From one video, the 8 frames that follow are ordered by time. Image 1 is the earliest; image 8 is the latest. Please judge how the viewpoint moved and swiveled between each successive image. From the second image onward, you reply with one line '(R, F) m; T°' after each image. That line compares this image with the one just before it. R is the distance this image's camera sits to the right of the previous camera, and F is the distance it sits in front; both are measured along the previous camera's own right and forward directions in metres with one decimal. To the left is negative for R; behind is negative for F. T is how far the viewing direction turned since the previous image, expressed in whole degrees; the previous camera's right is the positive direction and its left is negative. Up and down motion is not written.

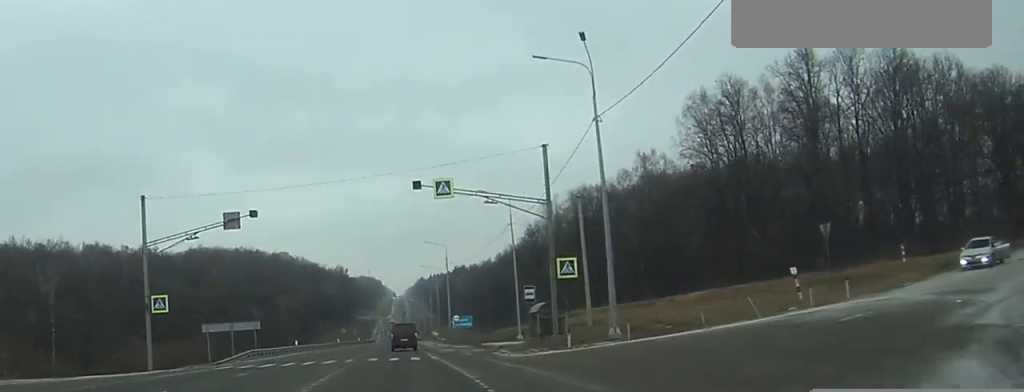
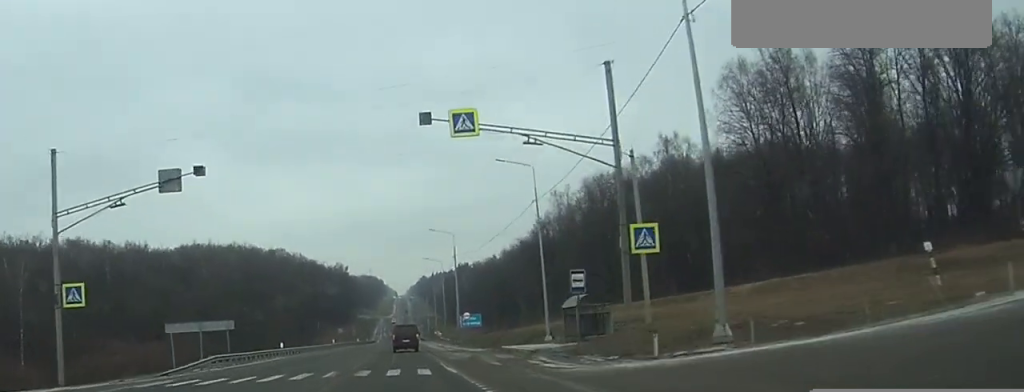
(0.0, +12.7) m; 0°
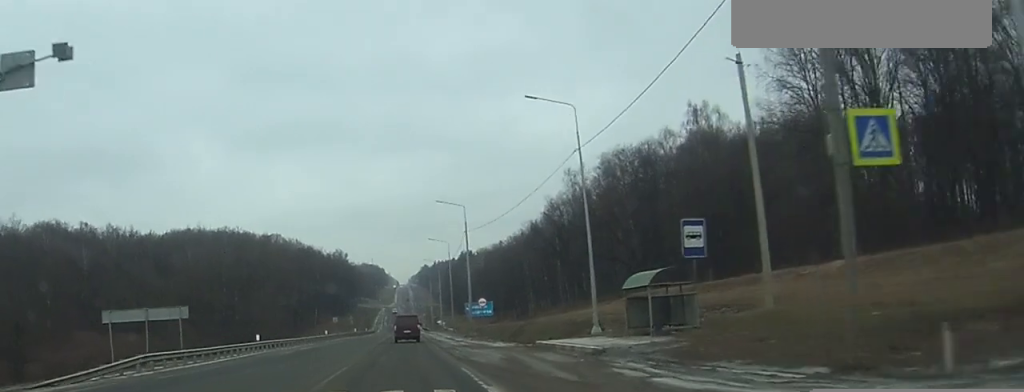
(0.0, +14.1) m; 0°
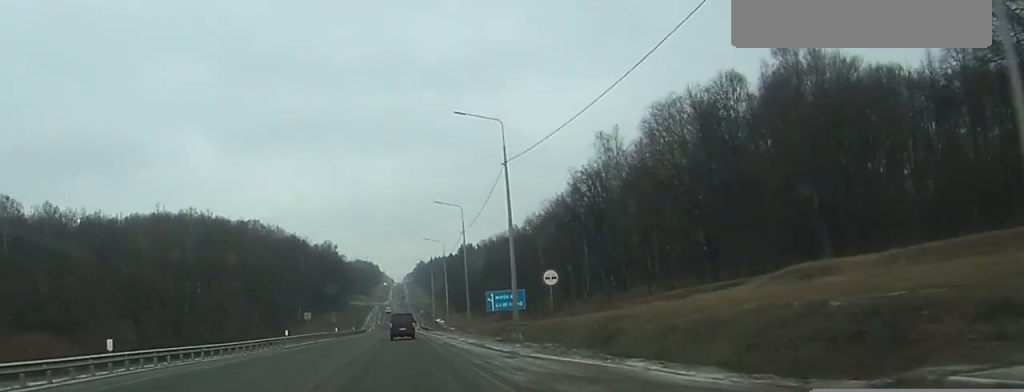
(0.0, +32.8) m; 0°
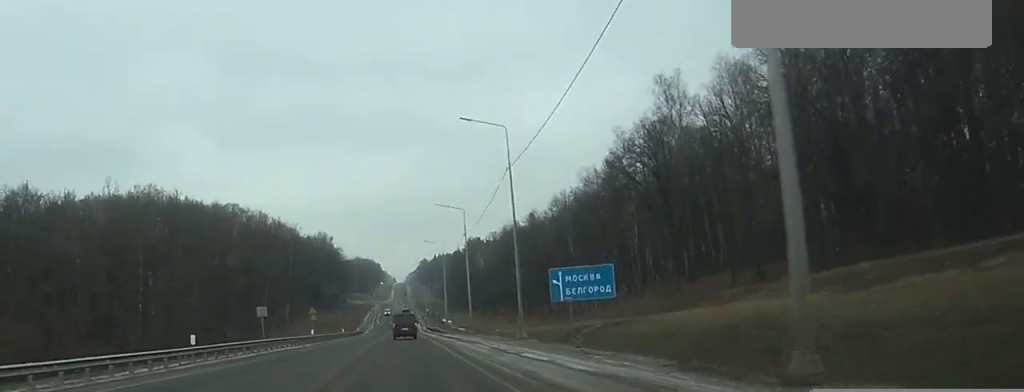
(-0.1, +33.3) m; 0°
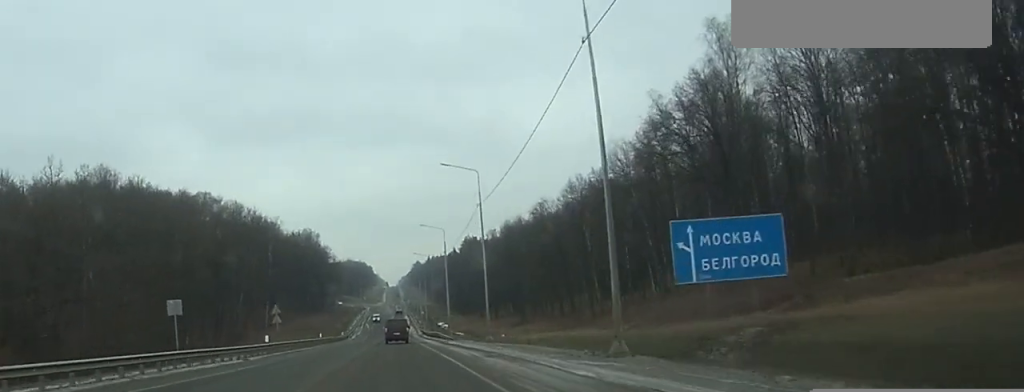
(0.0, +22.8) m; 0°
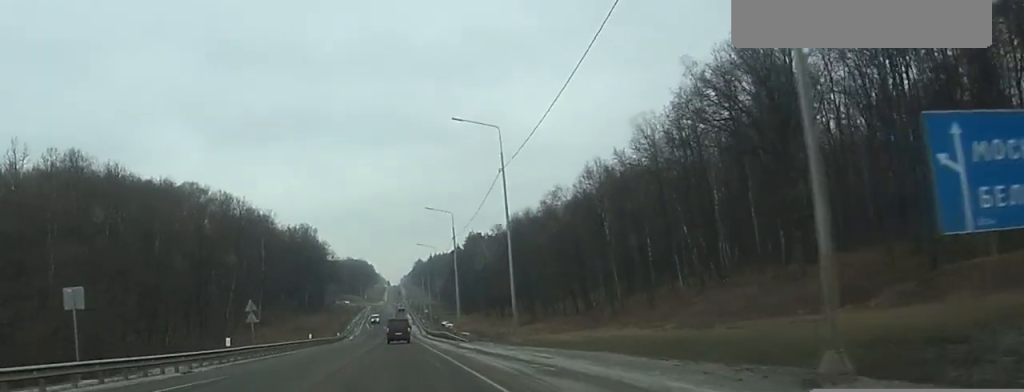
(0.0, +13.1) m; 0°
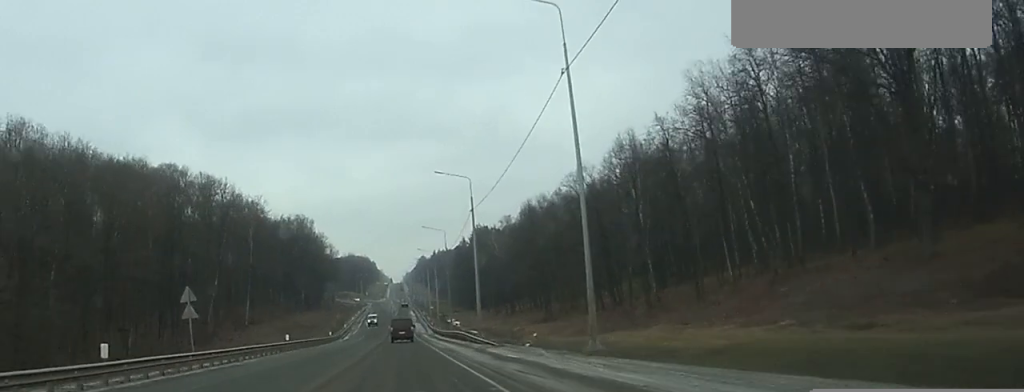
(0.0, +18.5) m; 0°
